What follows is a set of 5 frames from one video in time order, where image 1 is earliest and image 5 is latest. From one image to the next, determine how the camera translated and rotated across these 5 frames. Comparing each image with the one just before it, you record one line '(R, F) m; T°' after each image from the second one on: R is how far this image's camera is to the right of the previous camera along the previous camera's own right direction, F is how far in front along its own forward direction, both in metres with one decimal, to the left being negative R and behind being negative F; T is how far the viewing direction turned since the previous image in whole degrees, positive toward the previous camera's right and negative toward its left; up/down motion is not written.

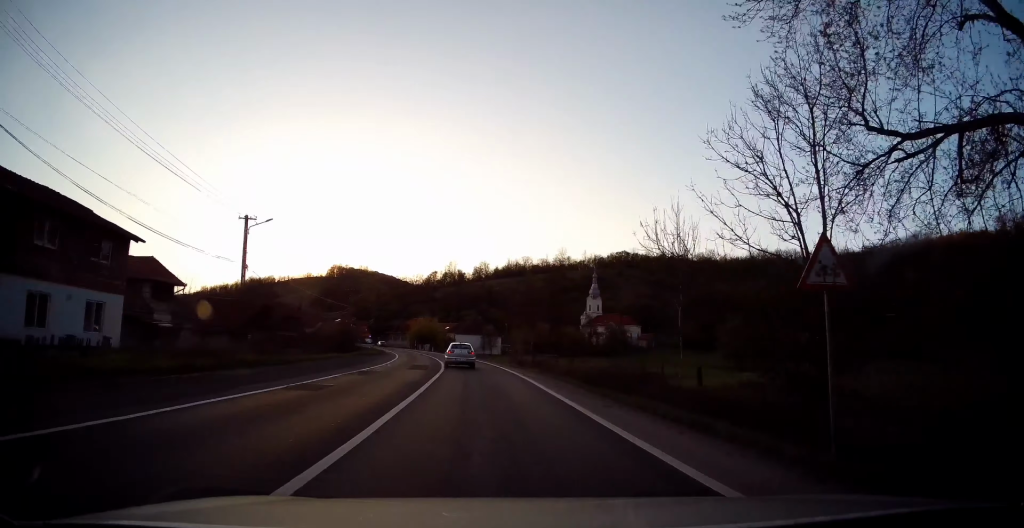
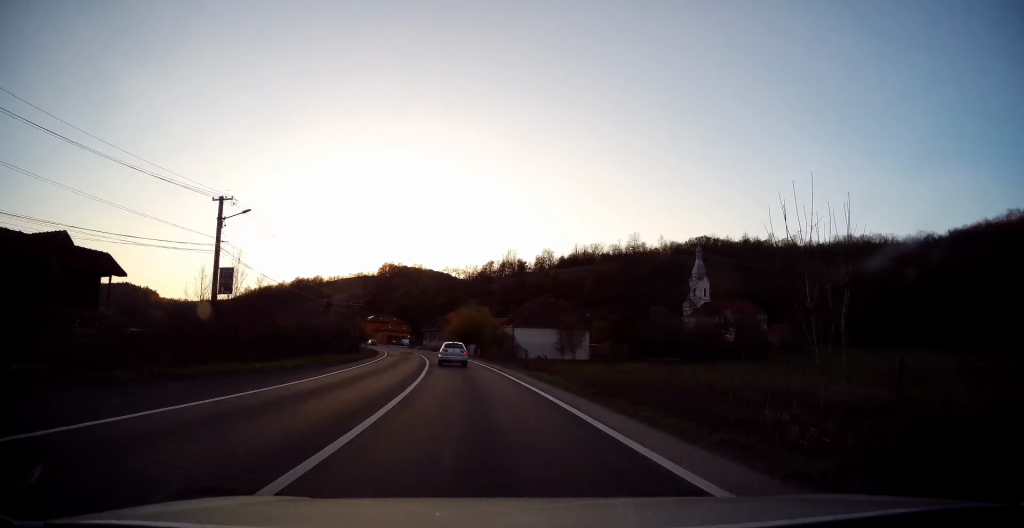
(-1.1, +43.2) m; -5°
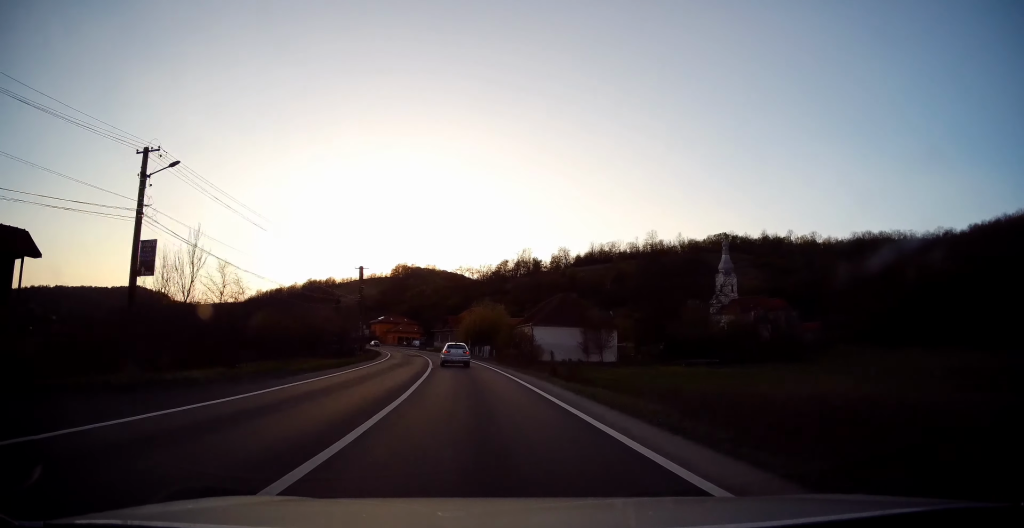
(-0.1, +7.4) m; -2°
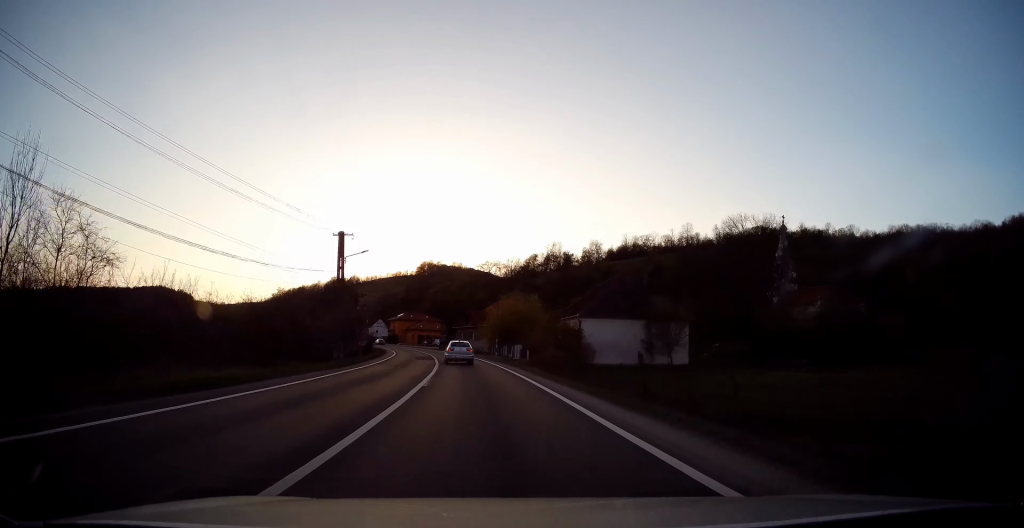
(-0.3, +14.2) m; -3°
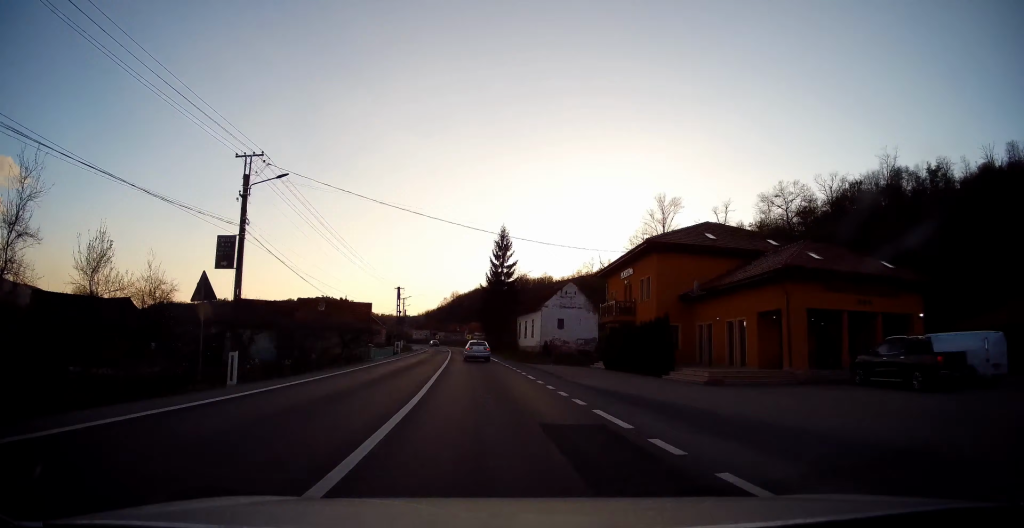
(-8.3, +63.4) m; -13°
